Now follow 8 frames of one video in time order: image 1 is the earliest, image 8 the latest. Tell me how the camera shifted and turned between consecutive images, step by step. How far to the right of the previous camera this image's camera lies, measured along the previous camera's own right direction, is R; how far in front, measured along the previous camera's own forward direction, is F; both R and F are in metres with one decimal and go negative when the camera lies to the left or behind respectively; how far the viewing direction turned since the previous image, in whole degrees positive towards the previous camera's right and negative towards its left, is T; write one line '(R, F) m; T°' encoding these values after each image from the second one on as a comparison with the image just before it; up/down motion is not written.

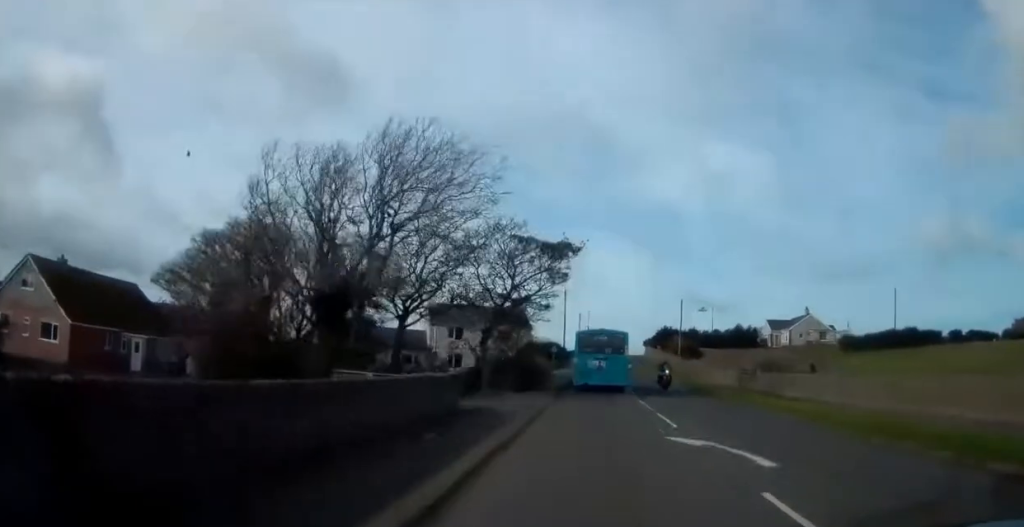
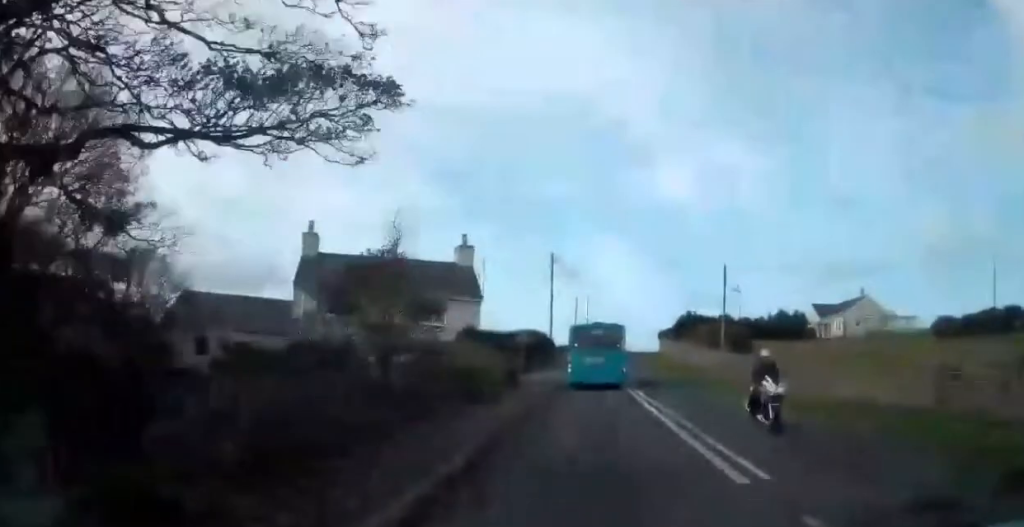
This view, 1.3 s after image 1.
(+0.2, +25.2) m; -1°
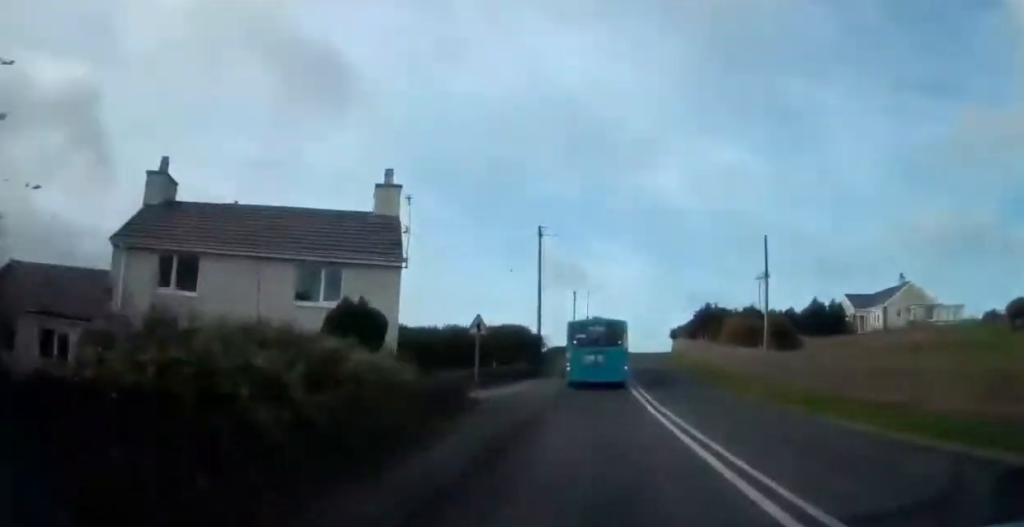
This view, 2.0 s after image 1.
(-0.4, +13.2) m; 0°
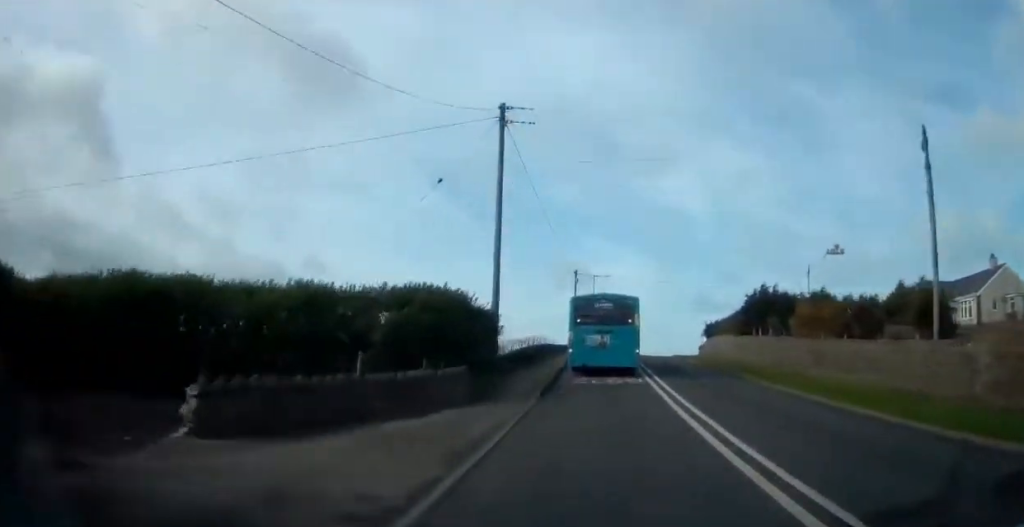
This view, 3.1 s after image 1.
(+0.2, +20.8) m; 0°
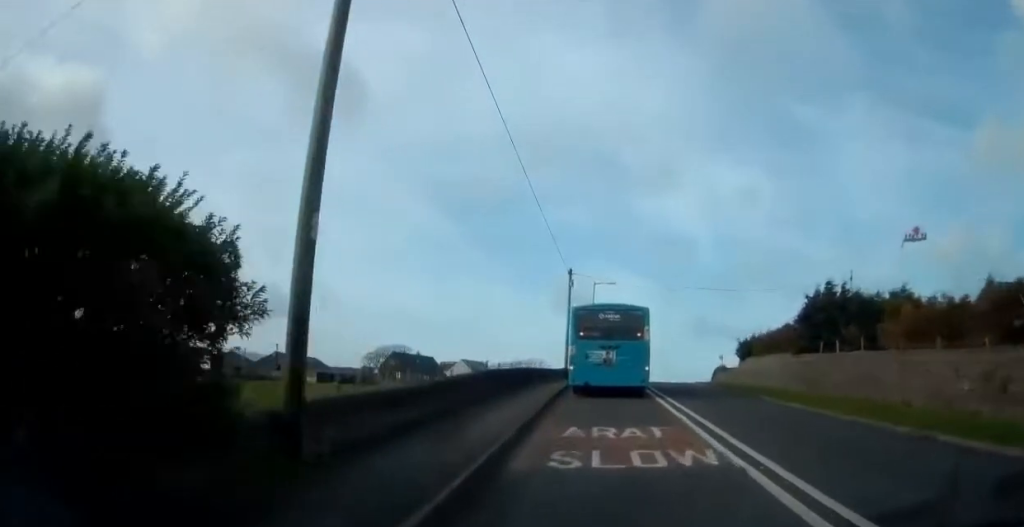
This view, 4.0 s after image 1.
(-0.2, +15.4) m; -1°
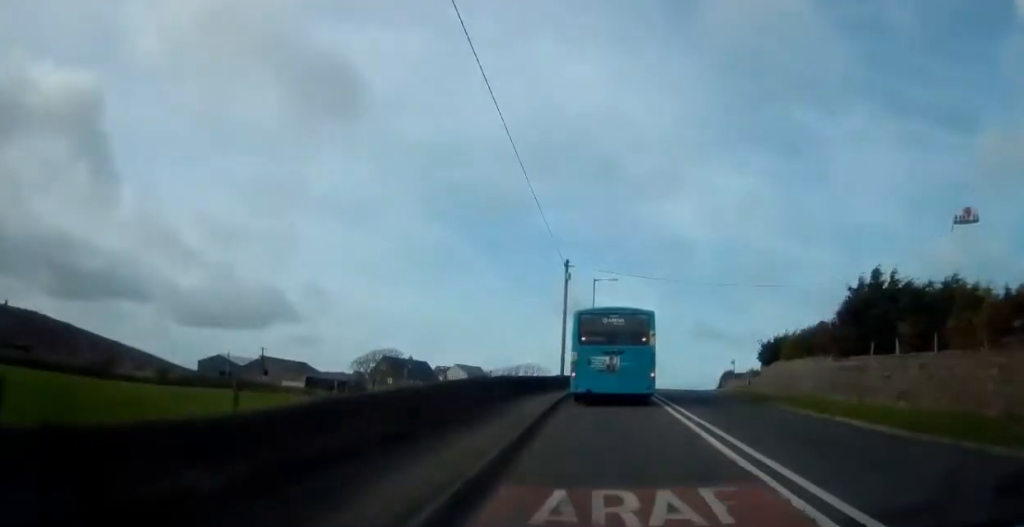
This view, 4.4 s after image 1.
(-0.1, +6.9) m; 0°
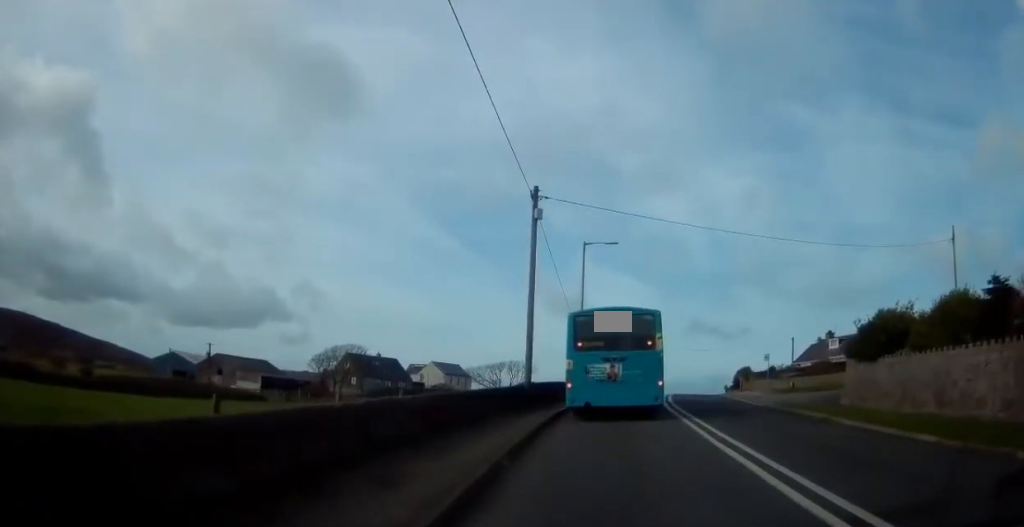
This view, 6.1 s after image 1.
(+0.8, +19.9) m; +2°
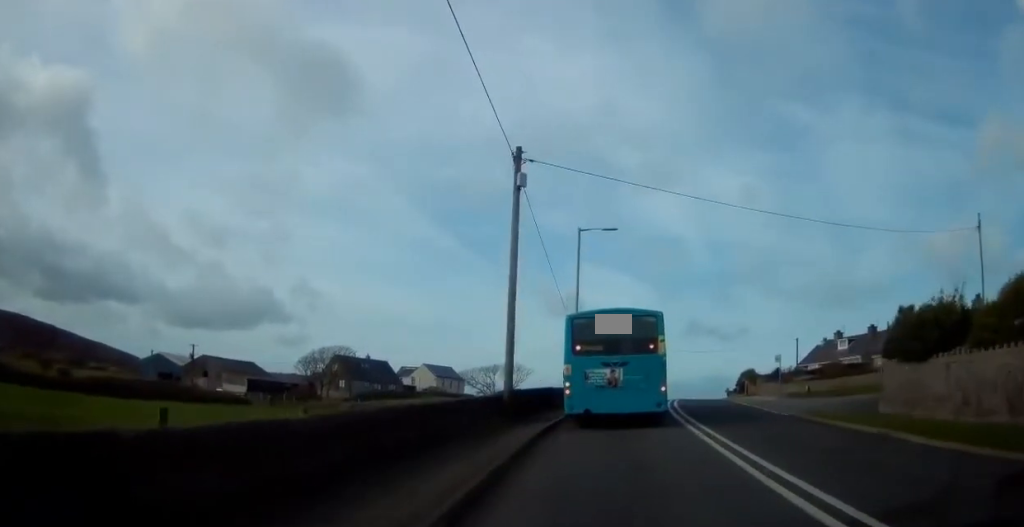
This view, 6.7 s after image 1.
(0.0, +5.5) m; 0°
